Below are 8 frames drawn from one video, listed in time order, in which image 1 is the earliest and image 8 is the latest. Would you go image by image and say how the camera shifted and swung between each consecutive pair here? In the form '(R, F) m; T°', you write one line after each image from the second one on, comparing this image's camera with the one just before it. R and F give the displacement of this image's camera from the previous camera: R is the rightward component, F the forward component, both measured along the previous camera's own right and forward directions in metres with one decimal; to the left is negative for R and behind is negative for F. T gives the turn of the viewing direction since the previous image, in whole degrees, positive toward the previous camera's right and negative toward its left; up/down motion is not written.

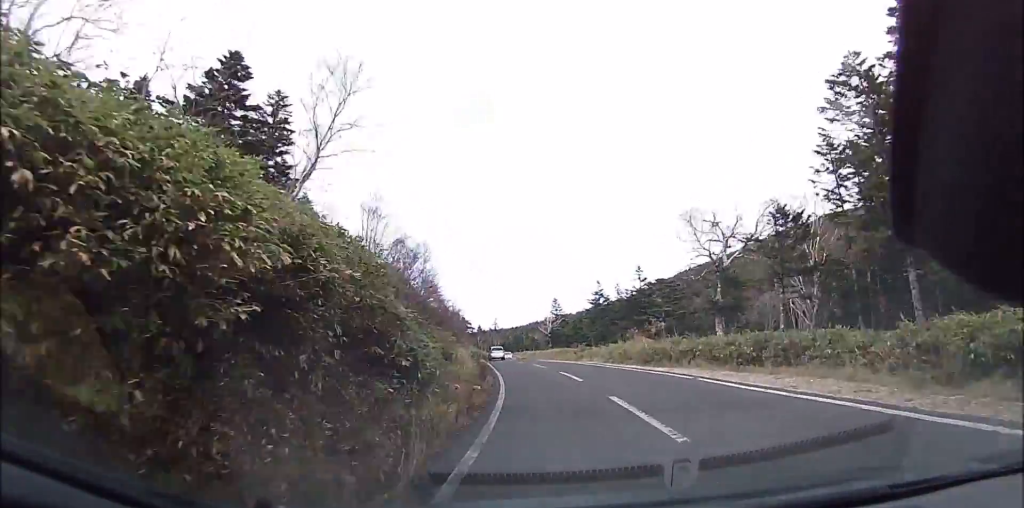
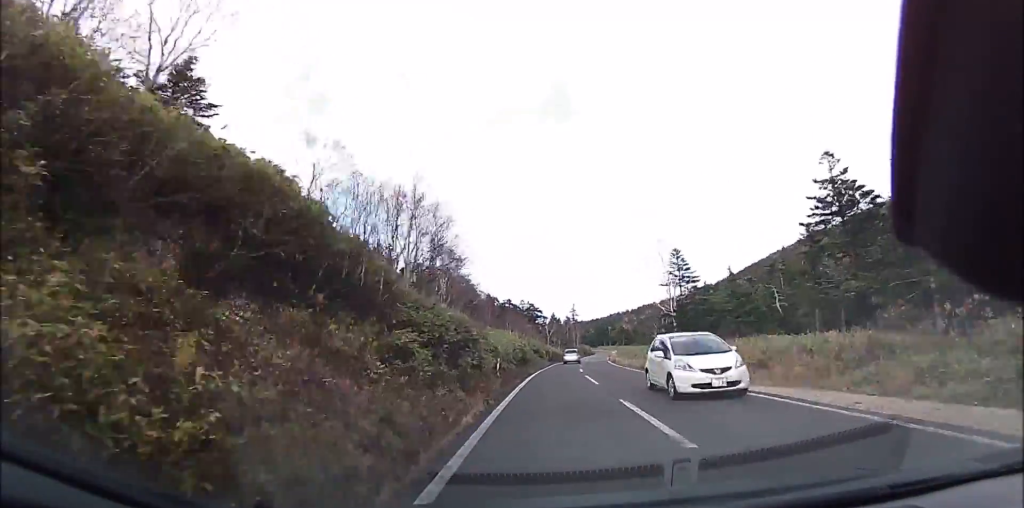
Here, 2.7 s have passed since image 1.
(-2.4, +39.3) m; -6°
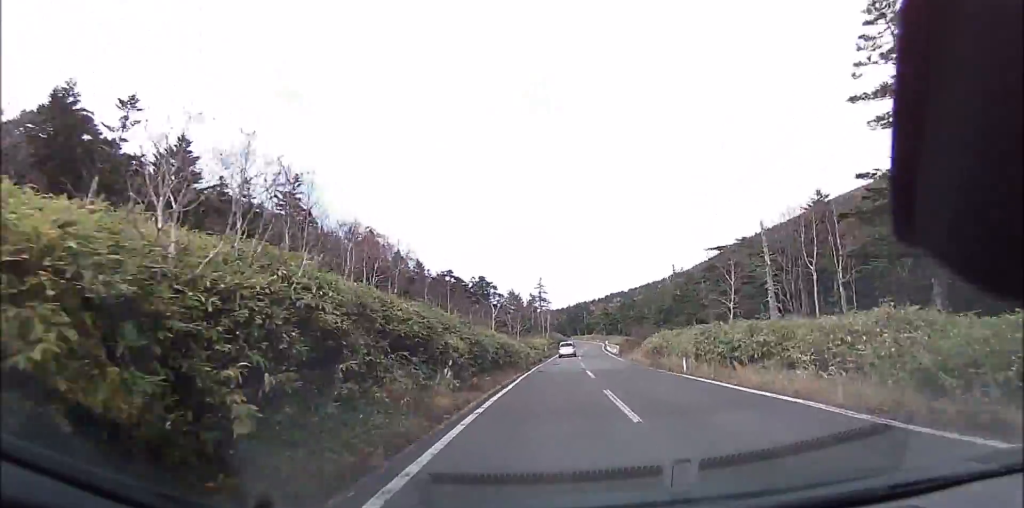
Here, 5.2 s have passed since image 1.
(-0.3, +38.2) m; 0°
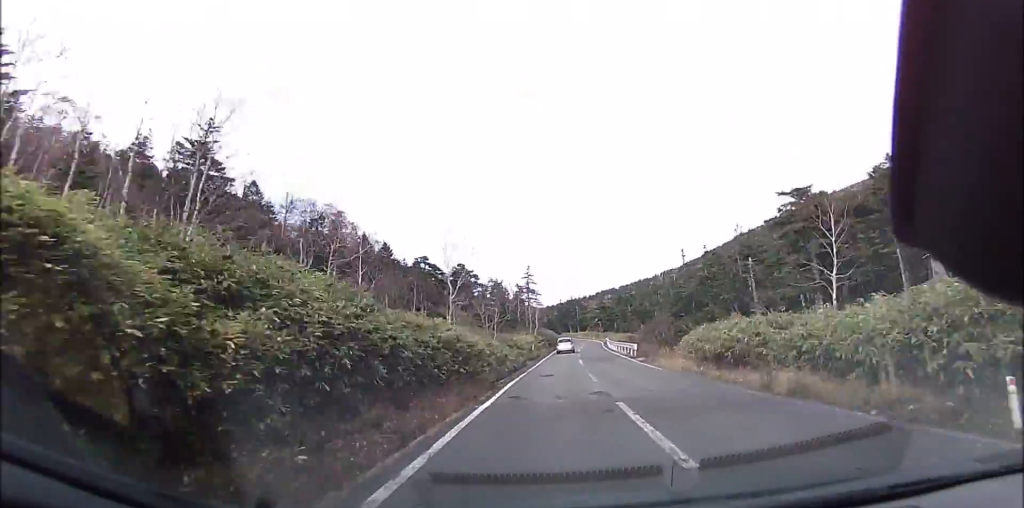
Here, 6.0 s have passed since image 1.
(-0.1, +12.9) m; +1°
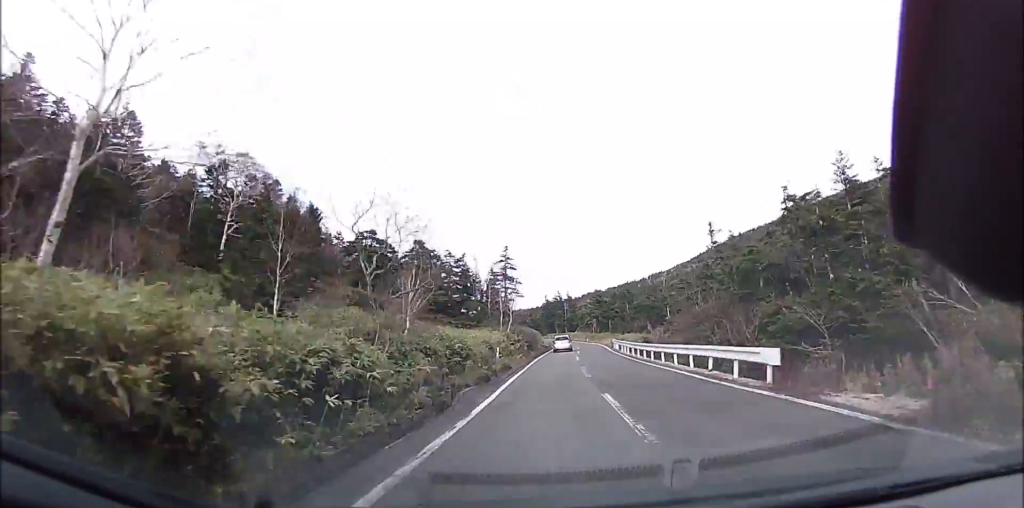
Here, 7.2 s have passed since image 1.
(+0.3, +19.2) m; +2°
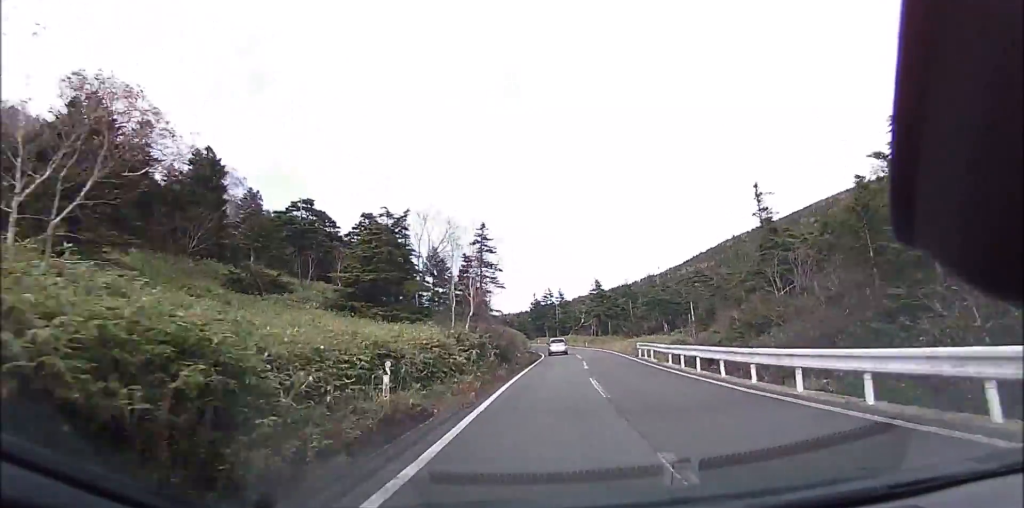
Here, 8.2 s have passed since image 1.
(+0.5, +15.4) m; +2°
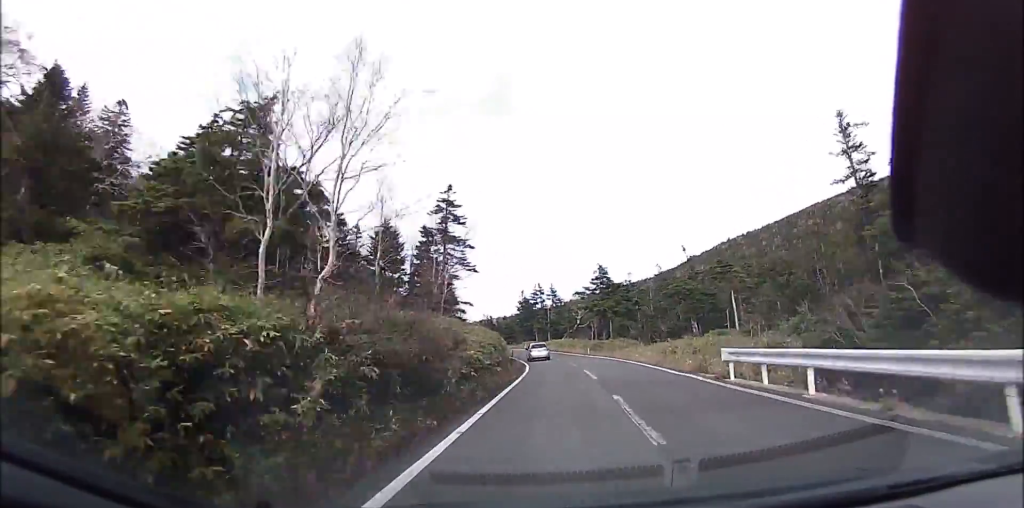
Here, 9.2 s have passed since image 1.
(+0.1, +13.9) m; 0°
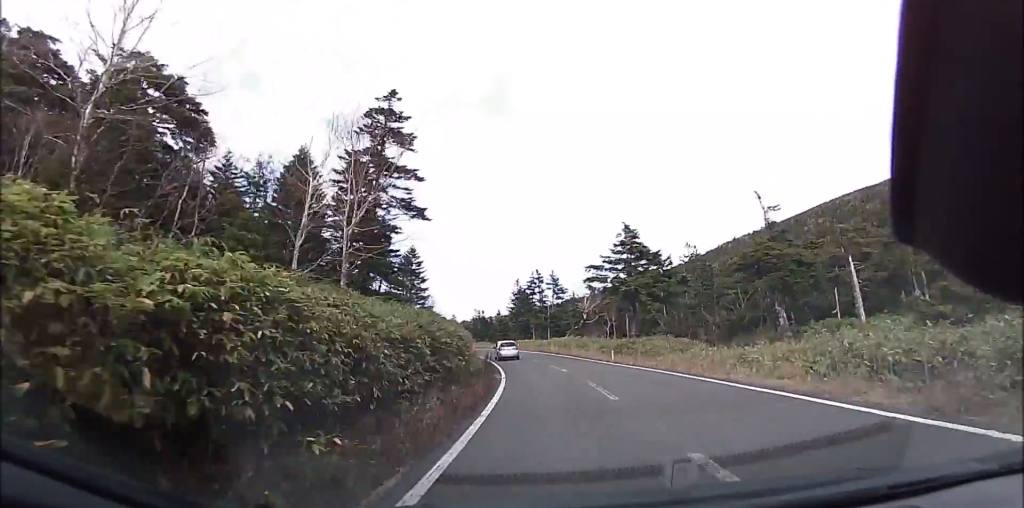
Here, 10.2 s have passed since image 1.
(+0.1, +15.4) m; 0°
